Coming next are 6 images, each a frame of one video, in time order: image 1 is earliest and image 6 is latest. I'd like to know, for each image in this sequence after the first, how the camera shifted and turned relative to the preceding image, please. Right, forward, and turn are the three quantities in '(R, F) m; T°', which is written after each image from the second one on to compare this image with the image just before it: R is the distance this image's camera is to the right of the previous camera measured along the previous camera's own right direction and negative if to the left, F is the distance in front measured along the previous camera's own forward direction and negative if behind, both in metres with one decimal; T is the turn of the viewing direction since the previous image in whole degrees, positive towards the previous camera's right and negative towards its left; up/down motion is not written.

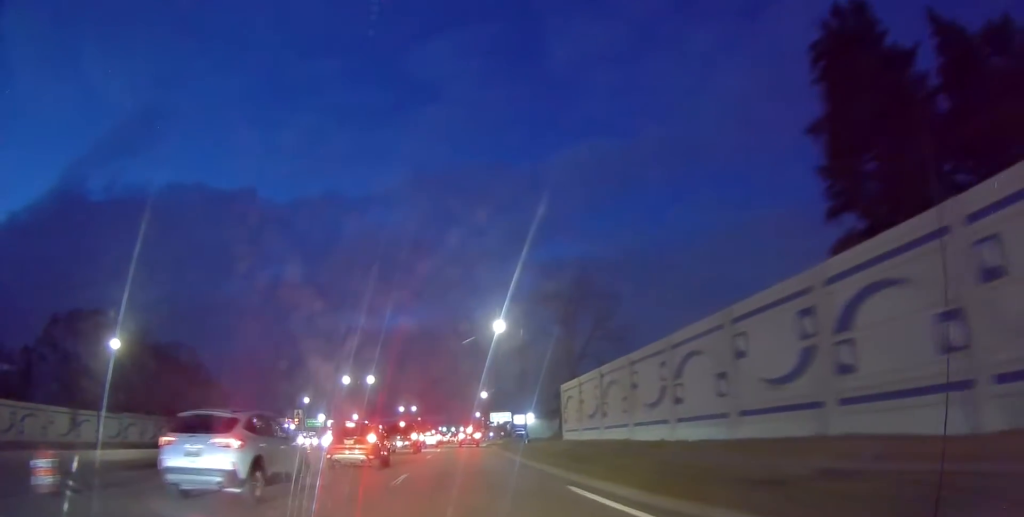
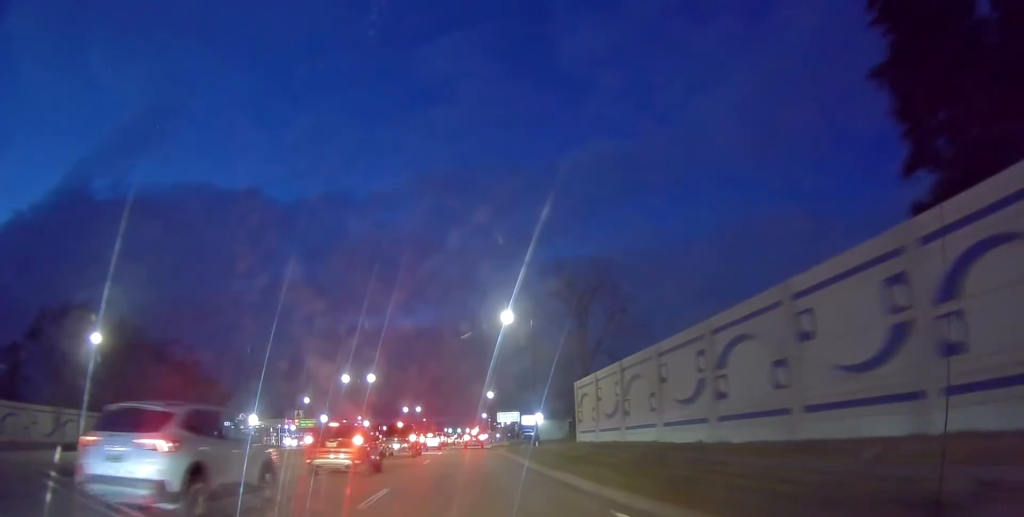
(0.0, +3.5) m; 0°
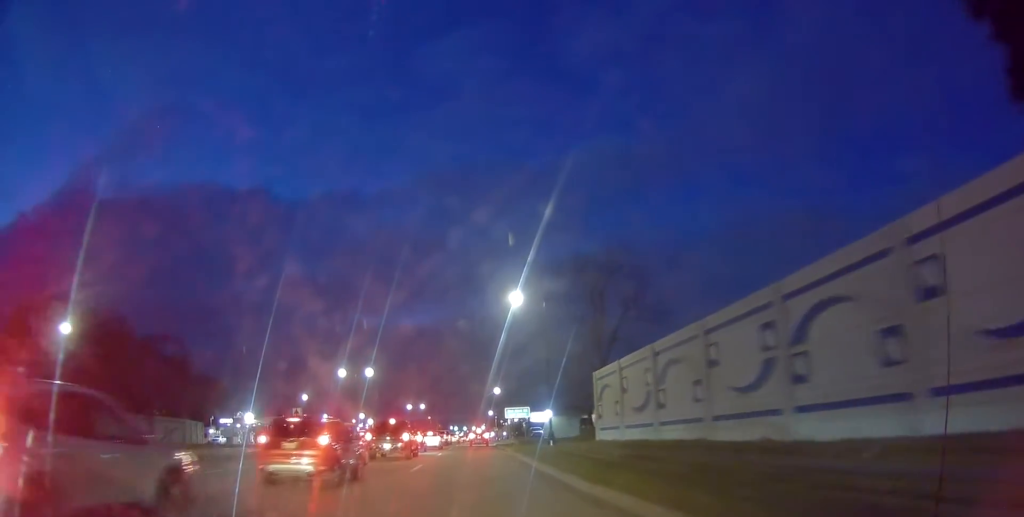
(-0.3, +4.8) m; +1°
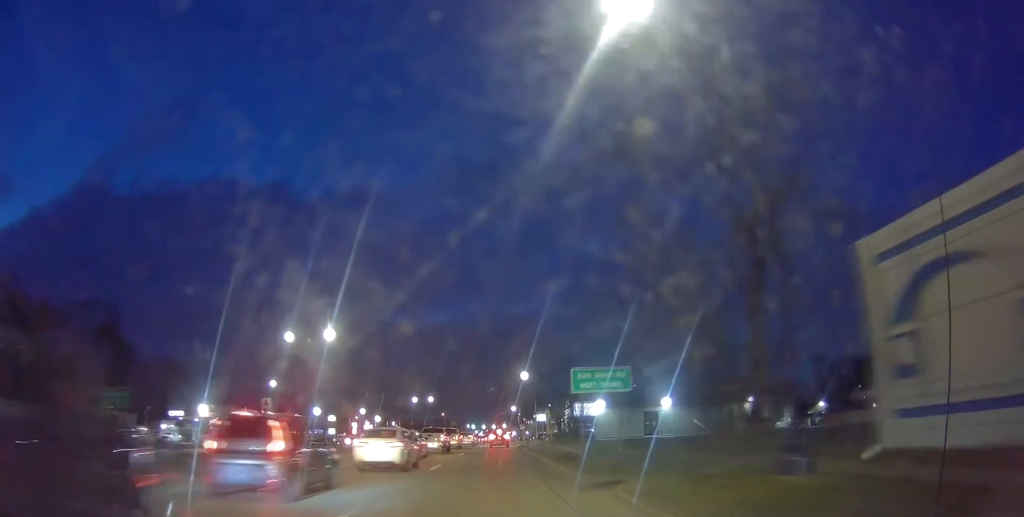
(+1.5, +25.2) m; +2°
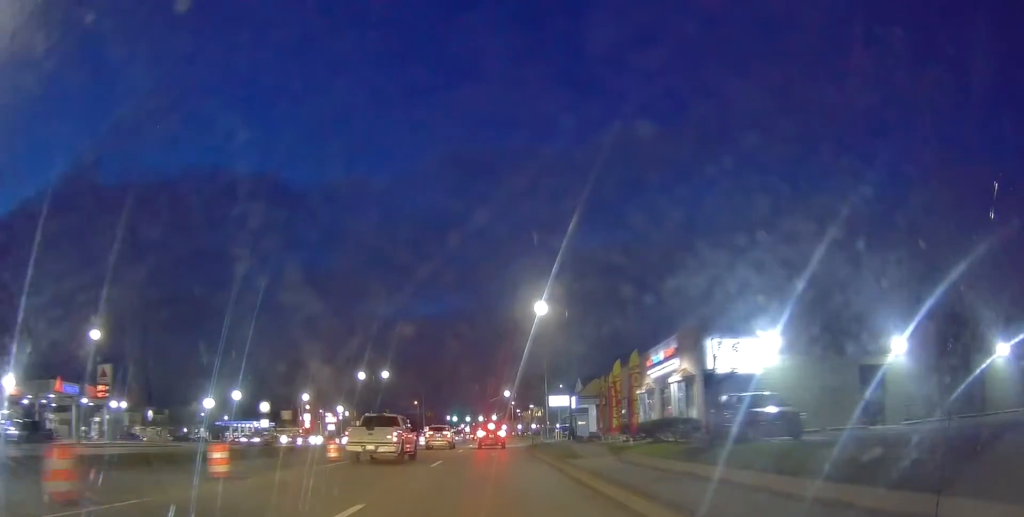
(-0.2, +42.7) m; 0°
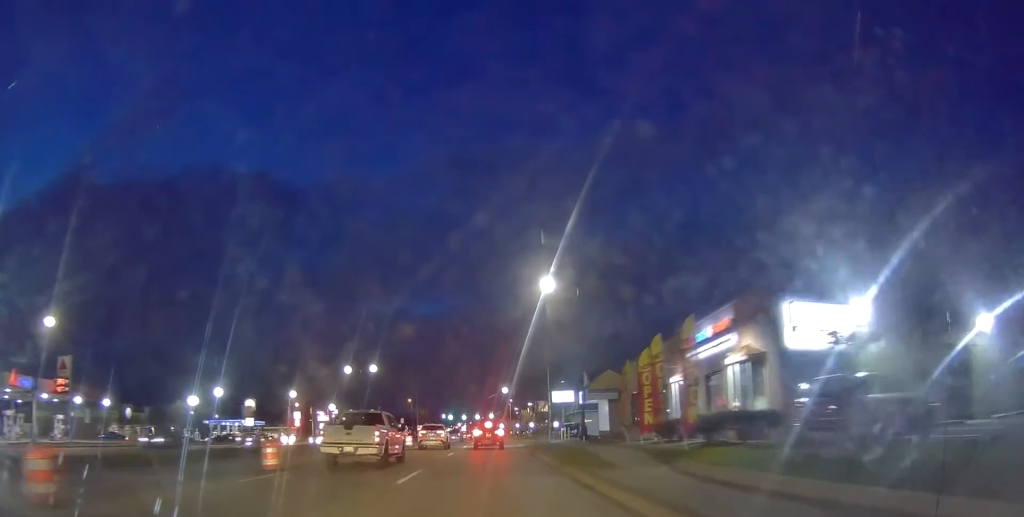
(-0.2, +7.1) m; 0°
